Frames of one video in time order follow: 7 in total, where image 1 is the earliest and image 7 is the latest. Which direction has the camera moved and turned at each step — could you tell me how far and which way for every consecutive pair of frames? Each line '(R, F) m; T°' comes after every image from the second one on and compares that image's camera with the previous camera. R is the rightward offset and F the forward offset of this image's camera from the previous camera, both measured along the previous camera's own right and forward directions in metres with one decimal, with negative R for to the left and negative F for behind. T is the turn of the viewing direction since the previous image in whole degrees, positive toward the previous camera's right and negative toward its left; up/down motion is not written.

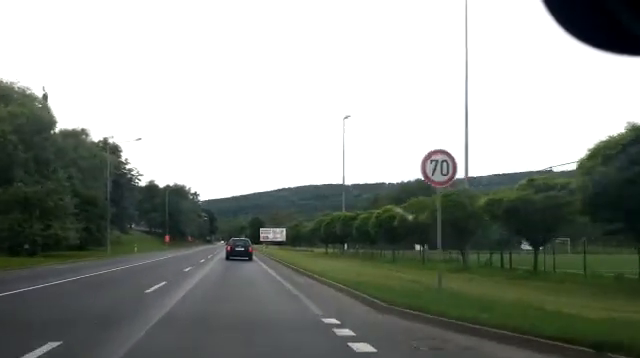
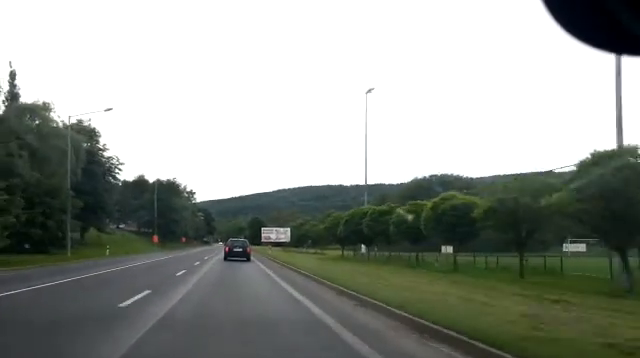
(-0.1, +11.2) m; 0°
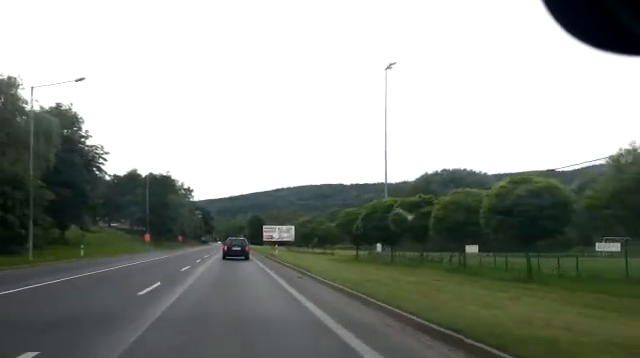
(0.0, +6.8) m; 0°
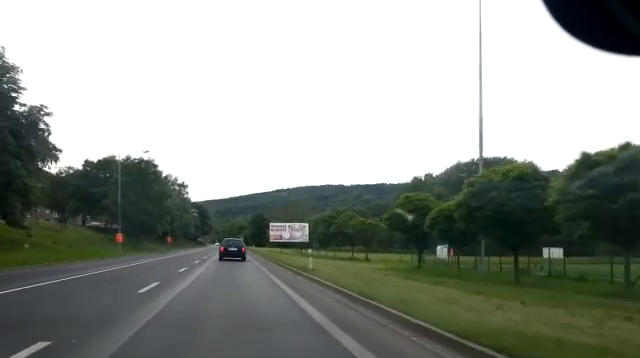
(+0.4, +16.5) m; +2°
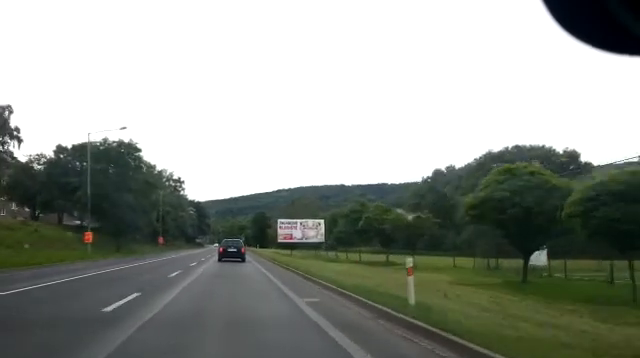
(+0.2, +10.9) m; -1°
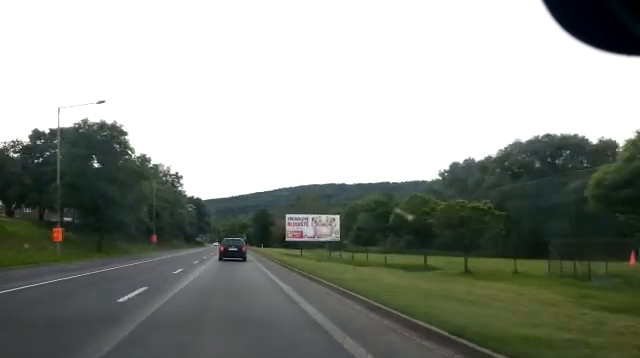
(-0.3, +6.8) m; -1°
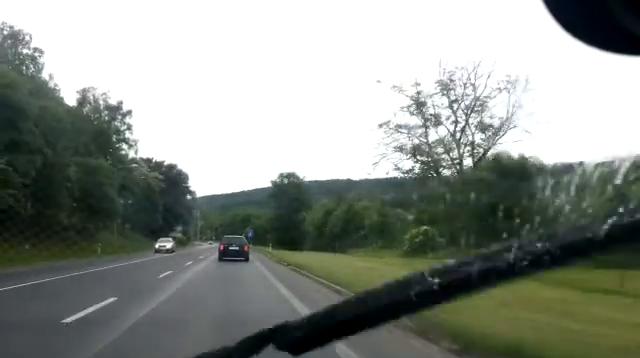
(+1.1, +54.2) m; +1°
